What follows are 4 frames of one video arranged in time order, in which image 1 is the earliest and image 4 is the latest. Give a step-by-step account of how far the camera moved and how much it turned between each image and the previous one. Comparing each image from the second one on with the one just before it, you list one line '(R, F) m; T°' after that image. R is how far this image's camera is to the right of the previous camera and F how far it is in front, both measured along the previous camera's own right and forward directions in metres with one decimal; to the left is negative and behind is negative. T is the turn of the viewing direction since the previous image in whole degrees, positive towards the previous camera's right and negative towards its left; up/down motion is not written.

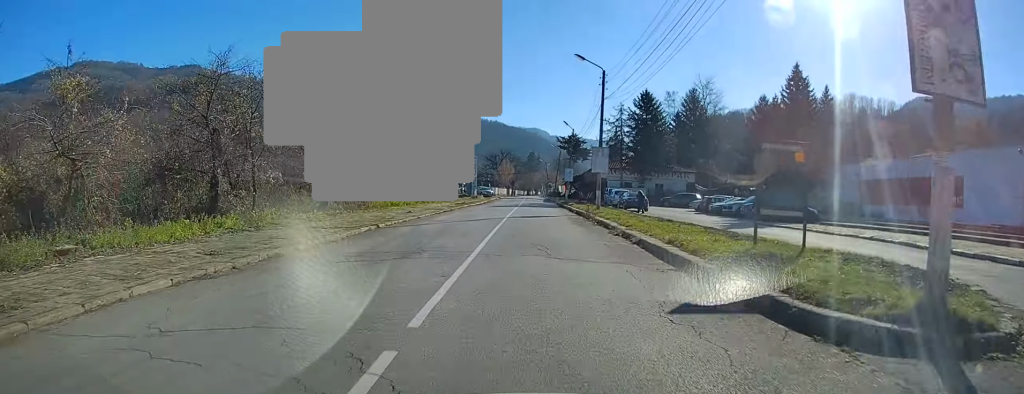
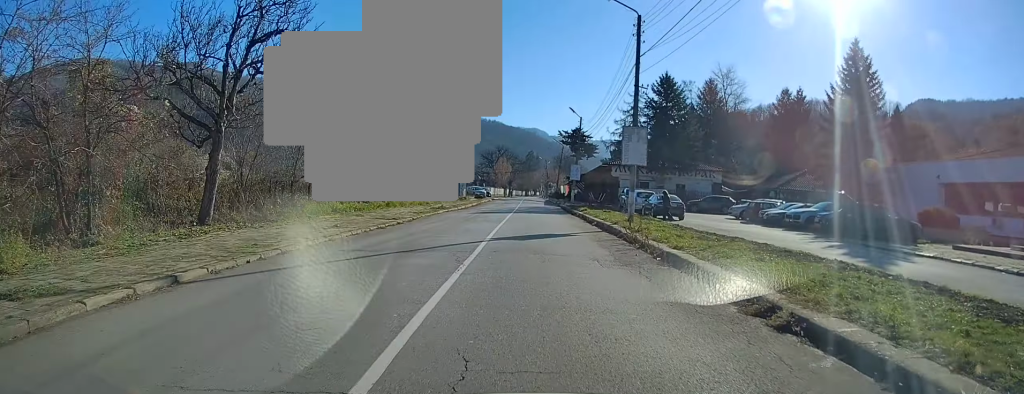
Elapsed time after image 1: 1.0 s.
(+0.1, +12.1) m; 0°
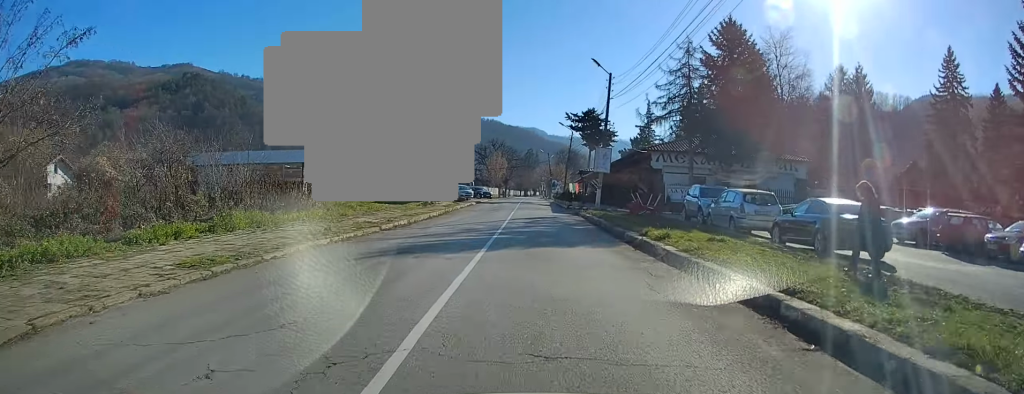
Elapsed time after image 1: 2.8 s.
(-0.1, +22.5) m; 0°
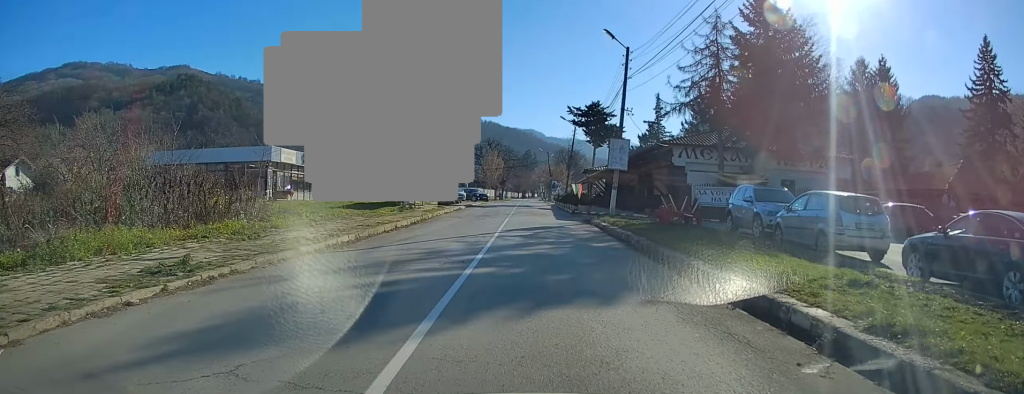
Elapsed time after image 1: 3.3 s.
(0.0, +7.1) m; 0°
